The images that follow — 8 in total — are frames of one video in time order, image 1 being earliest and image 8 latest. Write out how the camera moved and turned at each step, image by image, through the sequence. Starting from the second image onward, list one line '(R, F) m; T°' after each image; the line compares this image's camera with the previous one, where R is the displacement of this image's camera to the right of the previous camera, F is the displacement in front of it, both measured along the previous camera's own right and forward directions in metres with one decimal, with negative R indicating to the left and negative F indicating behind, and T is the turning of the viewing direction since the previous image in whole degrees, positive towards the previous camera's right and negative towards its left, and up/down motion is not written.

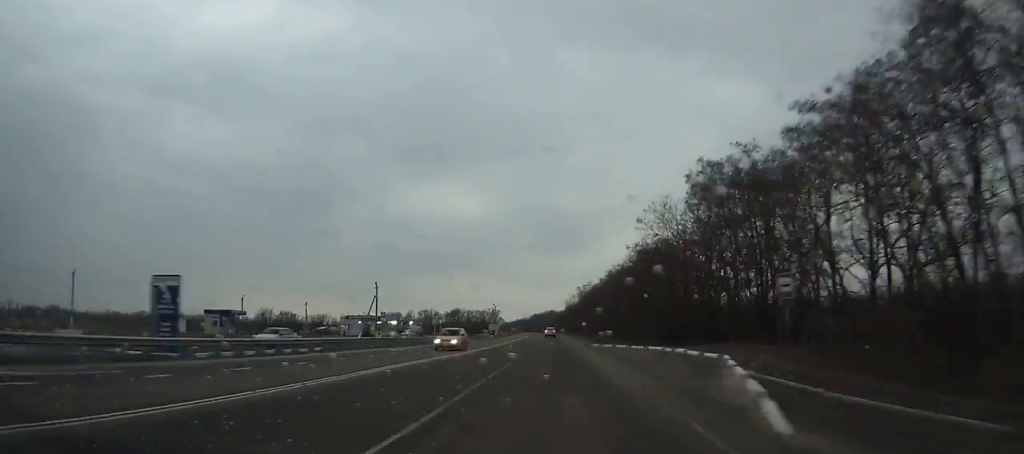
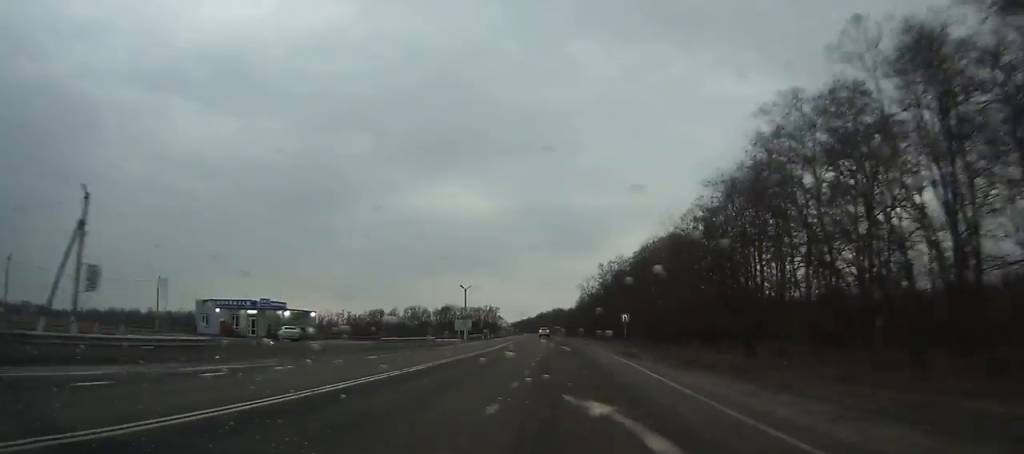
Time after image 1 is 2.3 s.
(-0.3, +53.8) m; -1°
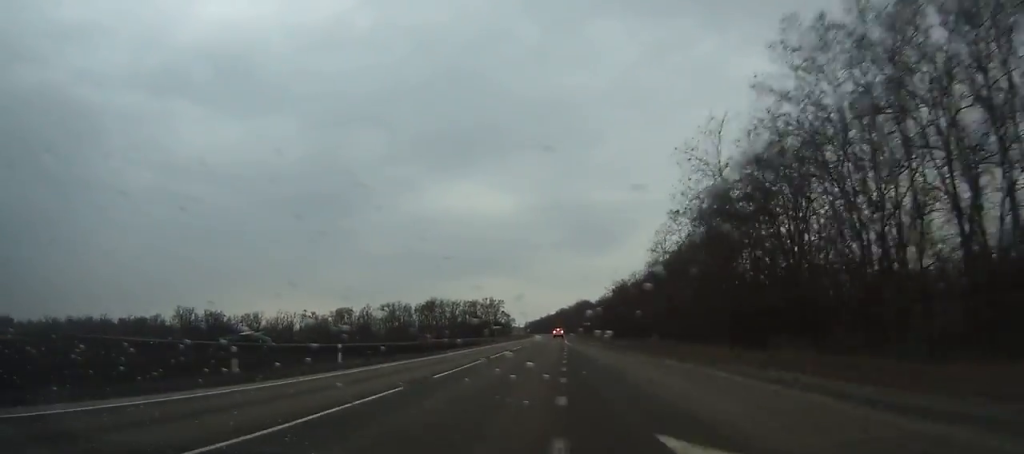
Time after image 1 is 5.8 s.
(-1.2, +80.9) m; -1°
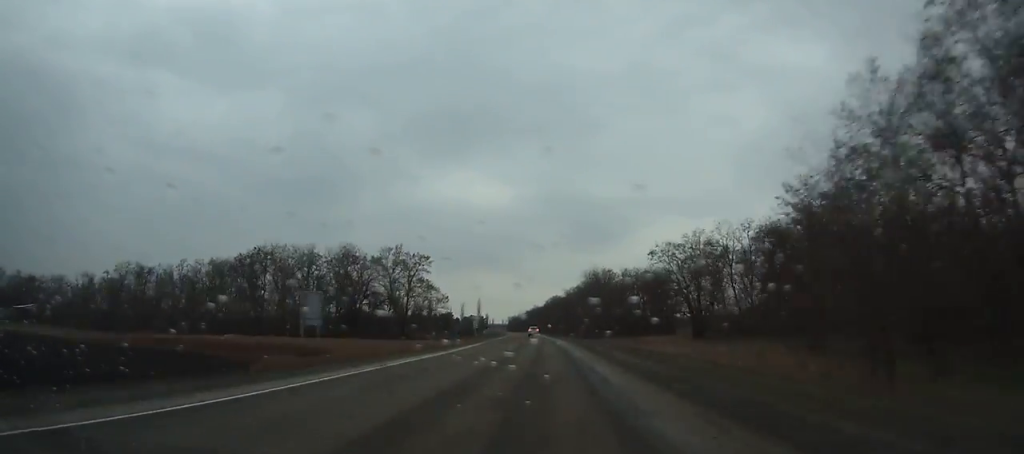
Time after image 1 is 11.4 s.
(-0.5, +127.6) m; -1°
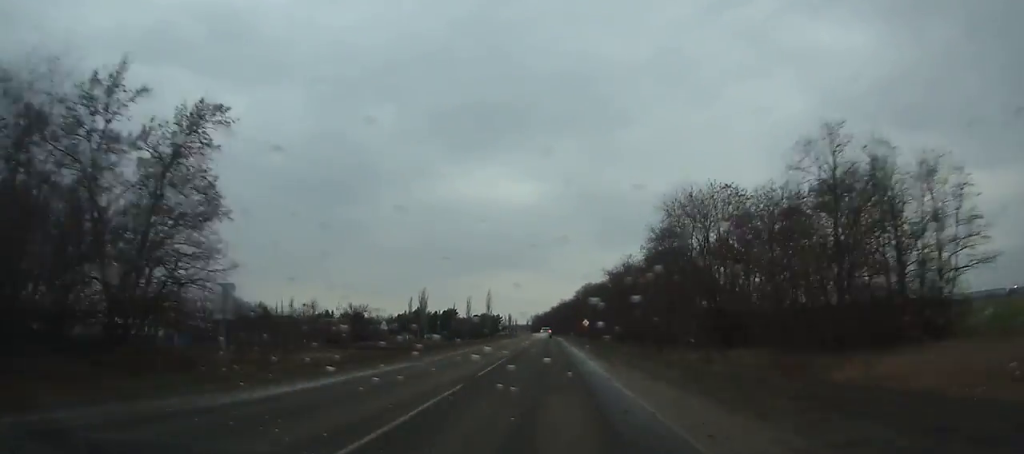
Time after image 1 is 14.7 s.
(-1.1, +73.5) m; -1°
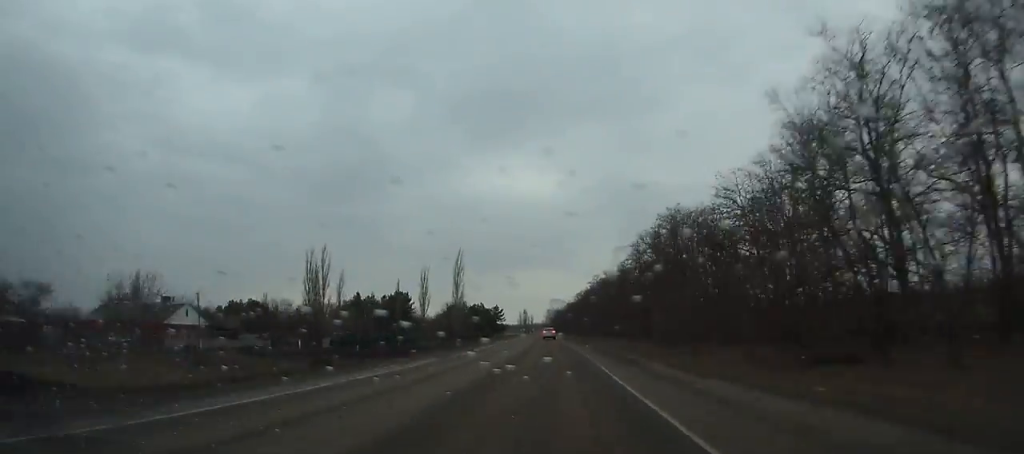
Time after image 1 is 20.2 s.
(-2.4, +119.4) m; -3°
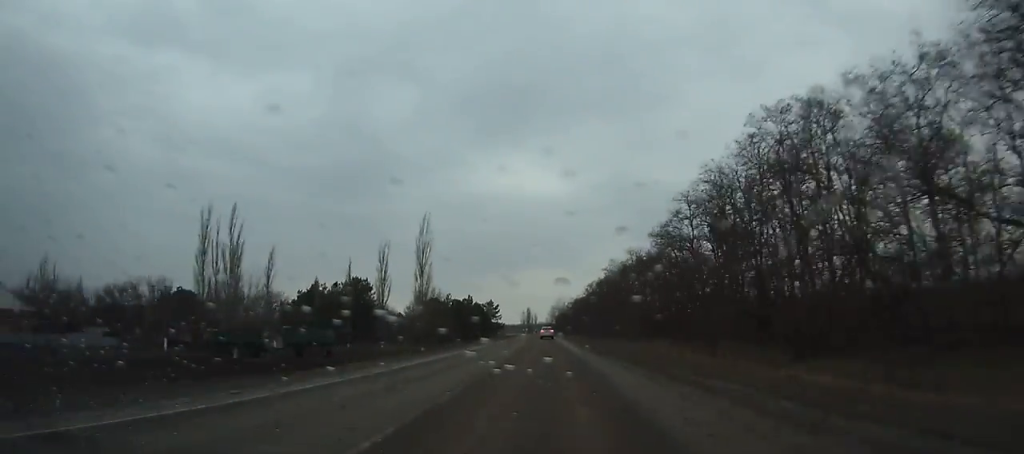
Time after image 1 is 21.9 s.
(-0.4, +36.4) m; -1°
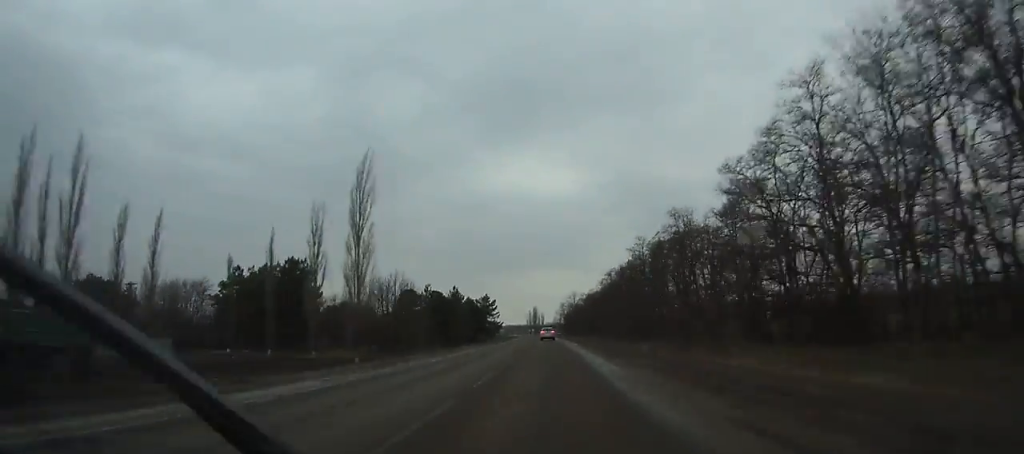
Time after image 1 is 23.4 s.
(-0.3, +31.9) m; -1°
